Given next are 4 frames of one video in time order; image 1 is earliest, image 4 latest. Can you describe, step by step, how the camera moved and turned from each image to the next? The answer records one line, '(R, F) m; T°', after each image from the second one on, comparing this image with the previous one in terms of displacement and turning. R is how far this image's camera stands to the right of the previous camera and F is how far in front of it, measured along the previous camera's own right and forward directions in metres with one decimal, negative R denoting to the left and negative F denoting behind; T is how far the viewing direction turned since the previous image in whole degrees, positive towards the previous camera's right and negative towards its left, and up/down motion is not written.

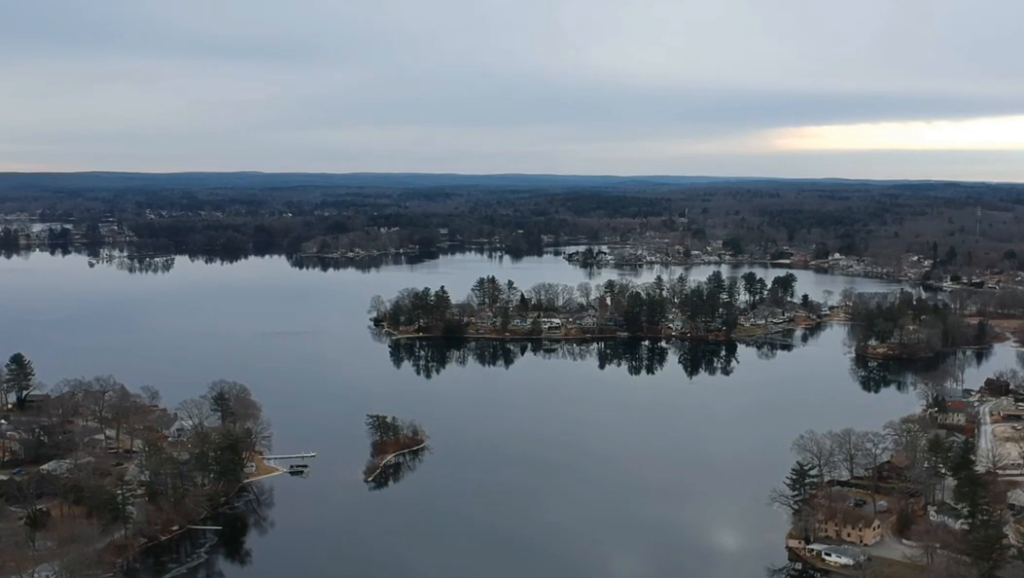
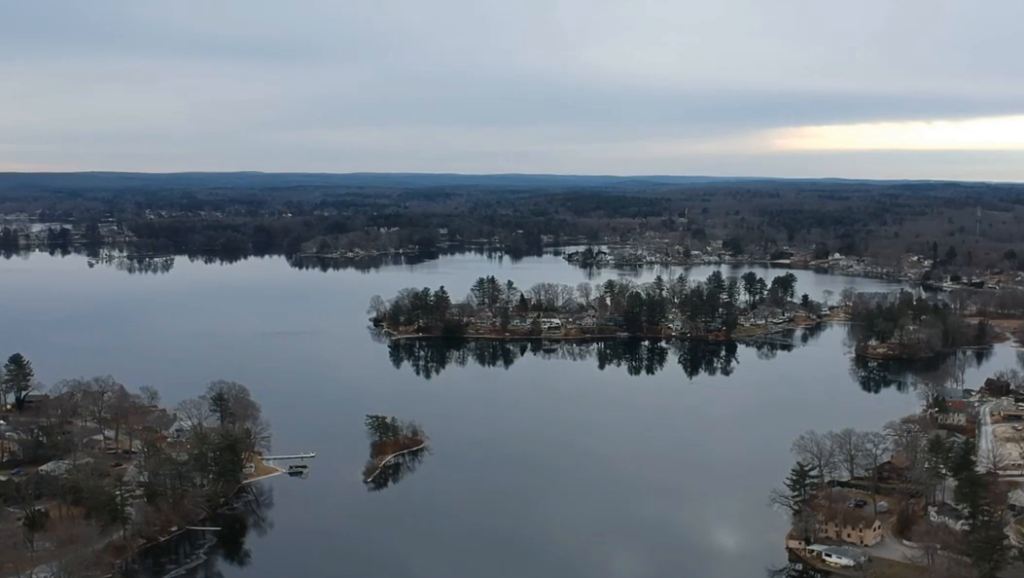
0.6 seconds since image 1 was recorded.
(0.0, +0.9) m; 0°
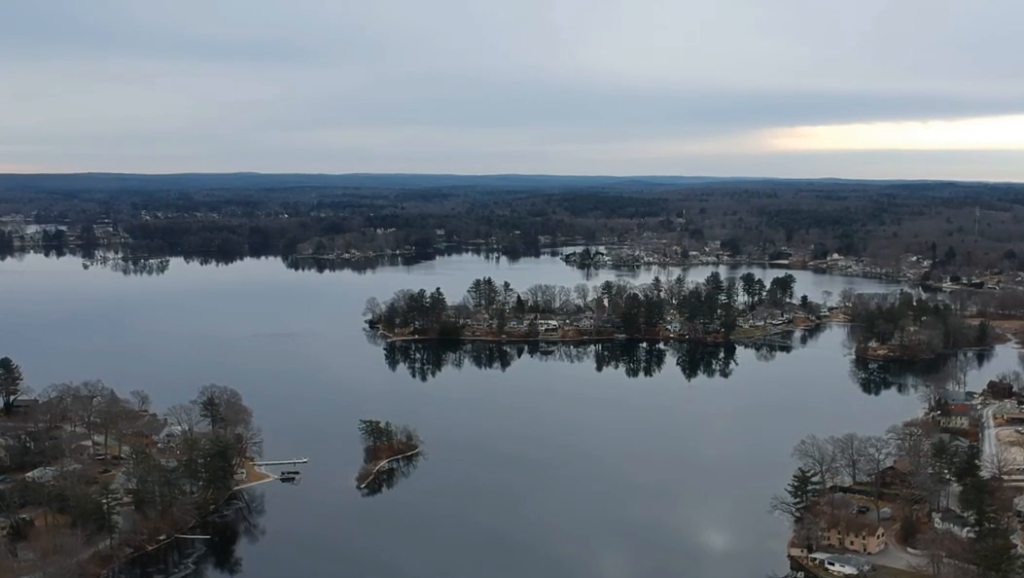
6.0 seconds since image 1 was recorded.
(+0.3, +8.3) m; +2°
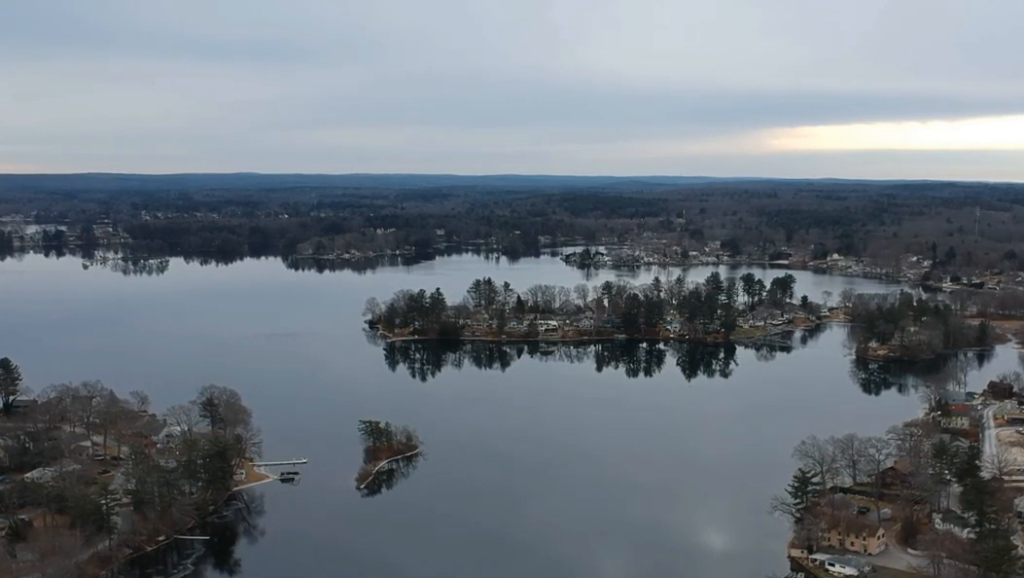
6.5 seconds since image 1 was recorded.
(0.0, +0.7) m; 0°
